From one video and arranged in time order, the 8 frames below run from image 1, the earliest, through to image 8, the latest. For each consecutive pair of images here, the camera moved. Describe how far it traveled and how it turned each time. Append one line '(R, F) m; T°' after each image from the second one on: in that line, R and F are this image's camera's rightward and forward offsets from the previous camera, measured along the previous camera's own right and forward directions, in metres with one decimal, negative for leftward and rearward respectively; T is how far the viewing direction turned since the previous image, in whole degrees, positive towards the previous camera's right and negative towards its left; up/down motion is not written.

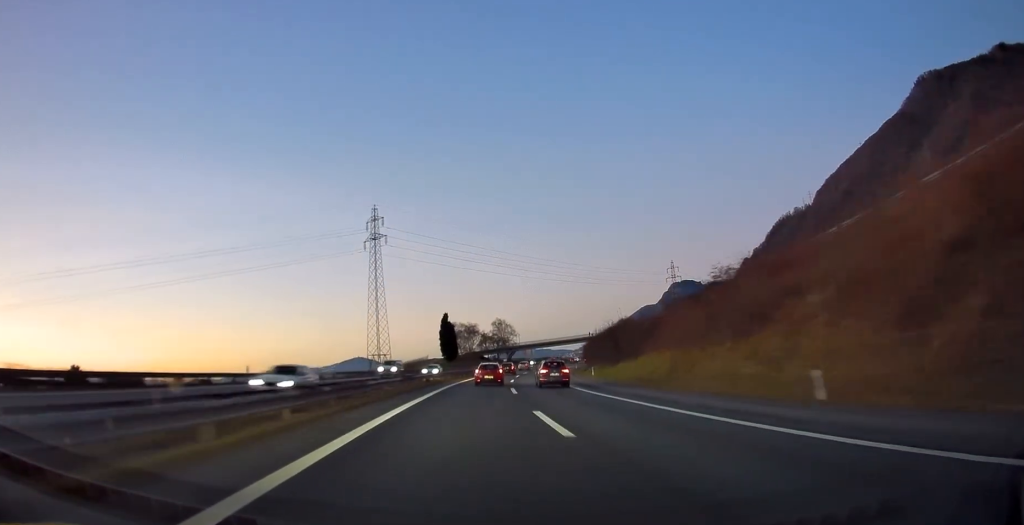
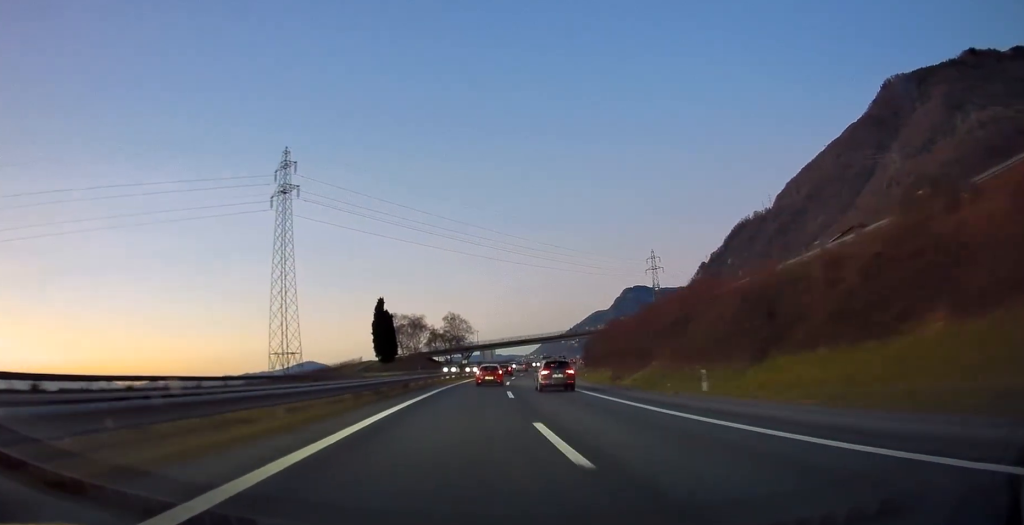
(+1.1, +38.5) m; +4°
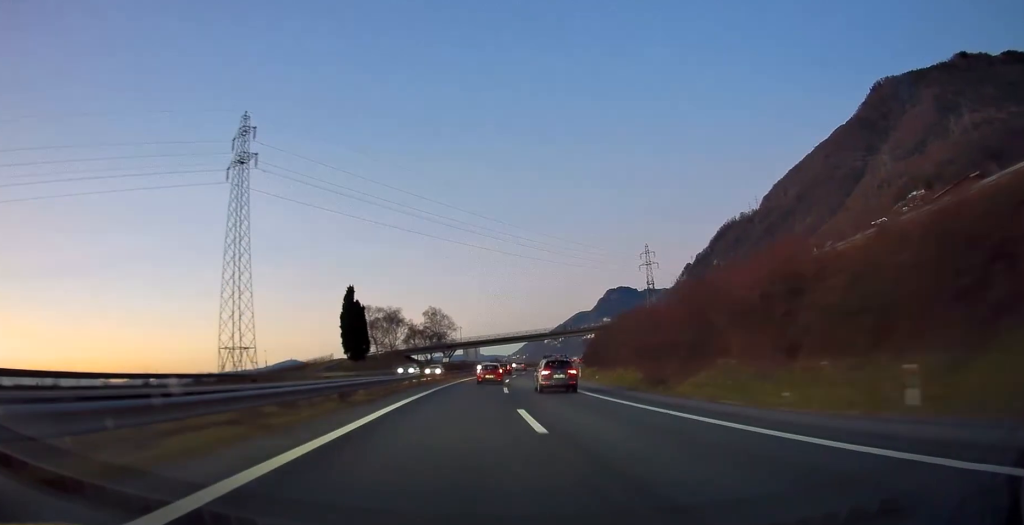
(+0.2, +14.2) m; +2°
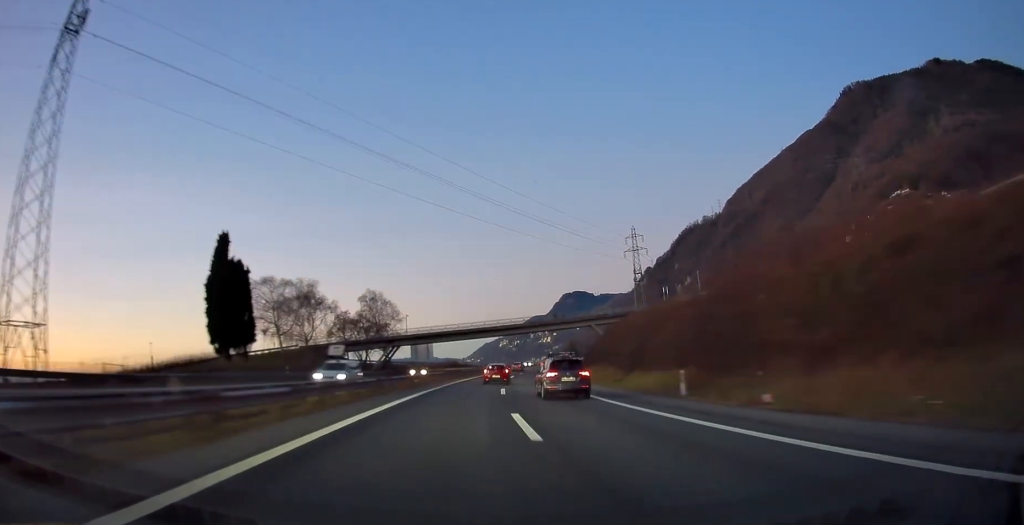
(+1.3, +36.1) m; +5°
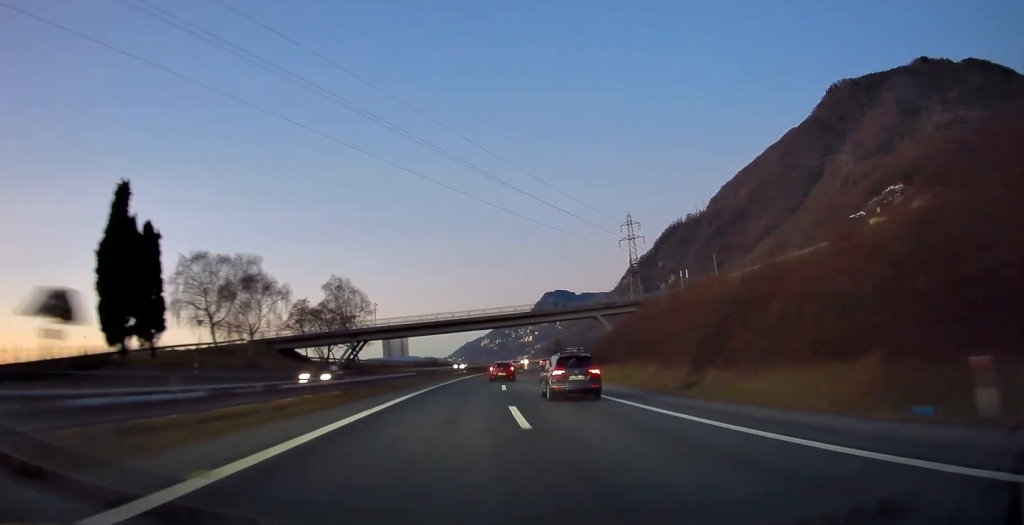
(+0.2, +16.3) m; +2°
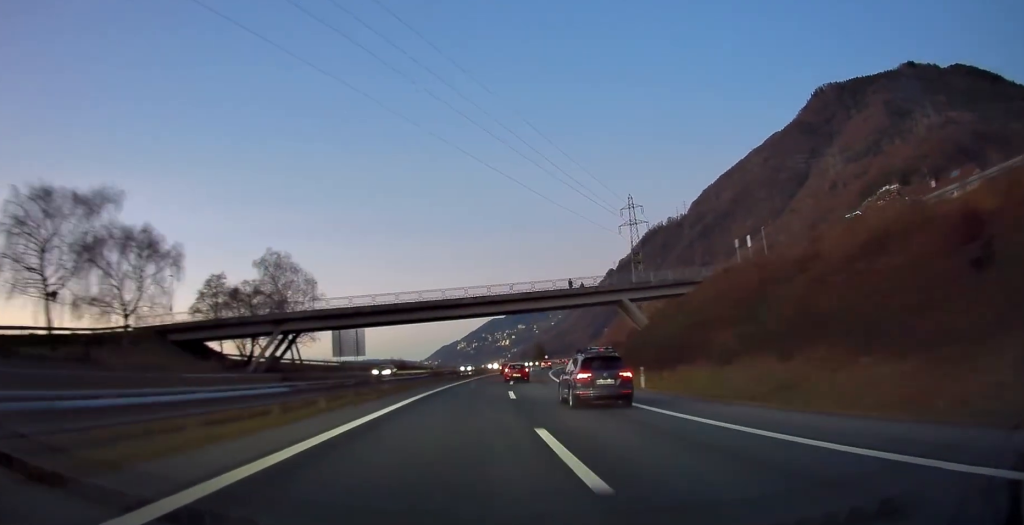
(+0.6, +23.3) m; +2°
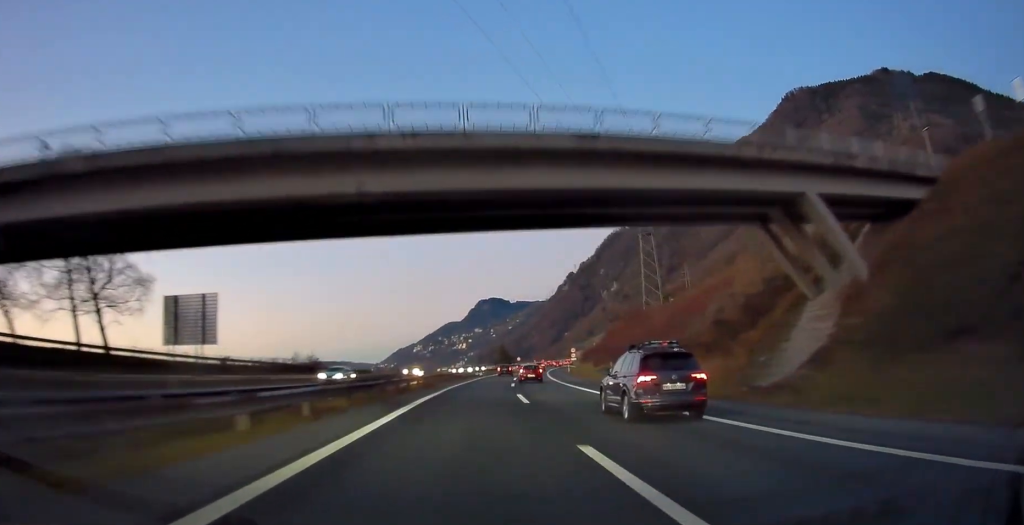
(+1.3, +37.9) m; +4°
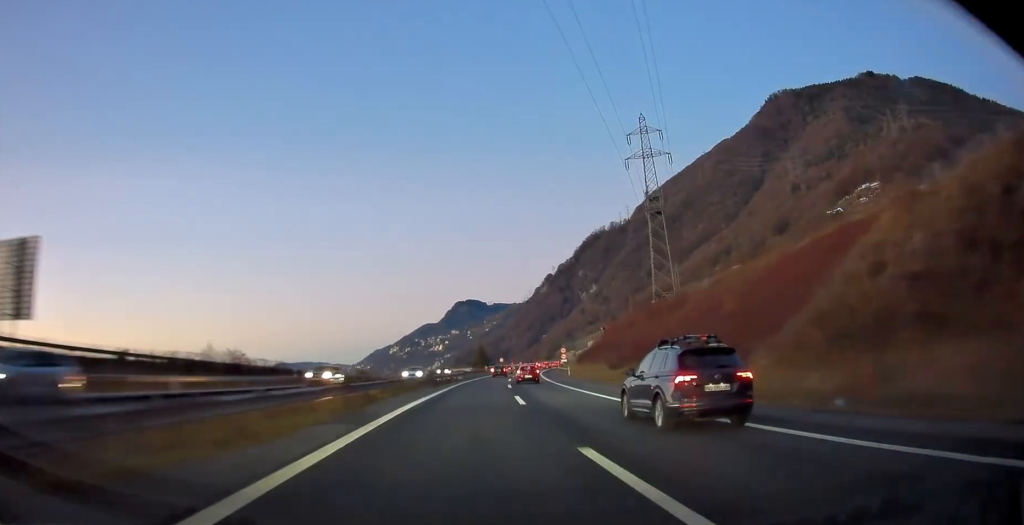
(+0.3, +18.4) m; +2°
